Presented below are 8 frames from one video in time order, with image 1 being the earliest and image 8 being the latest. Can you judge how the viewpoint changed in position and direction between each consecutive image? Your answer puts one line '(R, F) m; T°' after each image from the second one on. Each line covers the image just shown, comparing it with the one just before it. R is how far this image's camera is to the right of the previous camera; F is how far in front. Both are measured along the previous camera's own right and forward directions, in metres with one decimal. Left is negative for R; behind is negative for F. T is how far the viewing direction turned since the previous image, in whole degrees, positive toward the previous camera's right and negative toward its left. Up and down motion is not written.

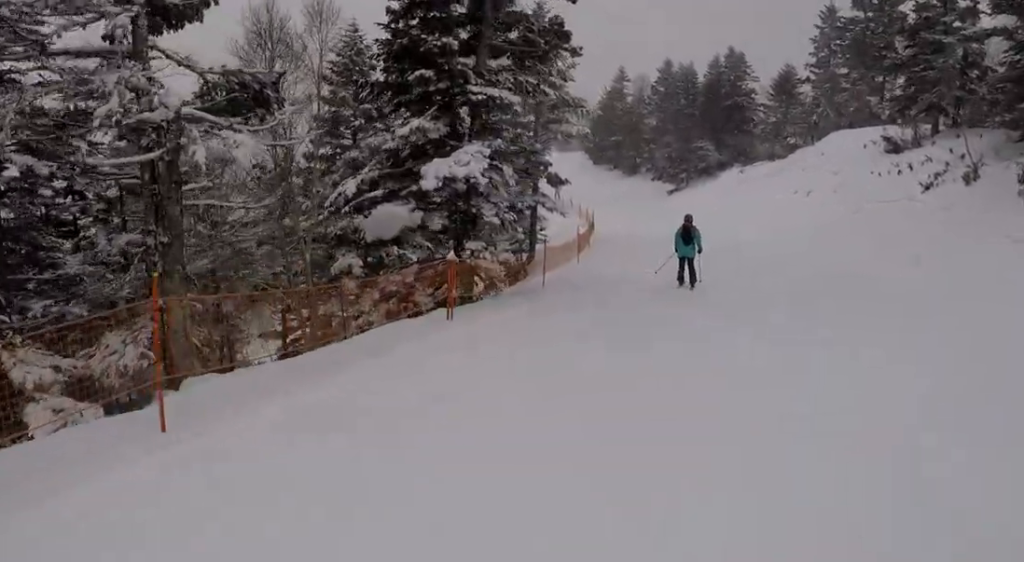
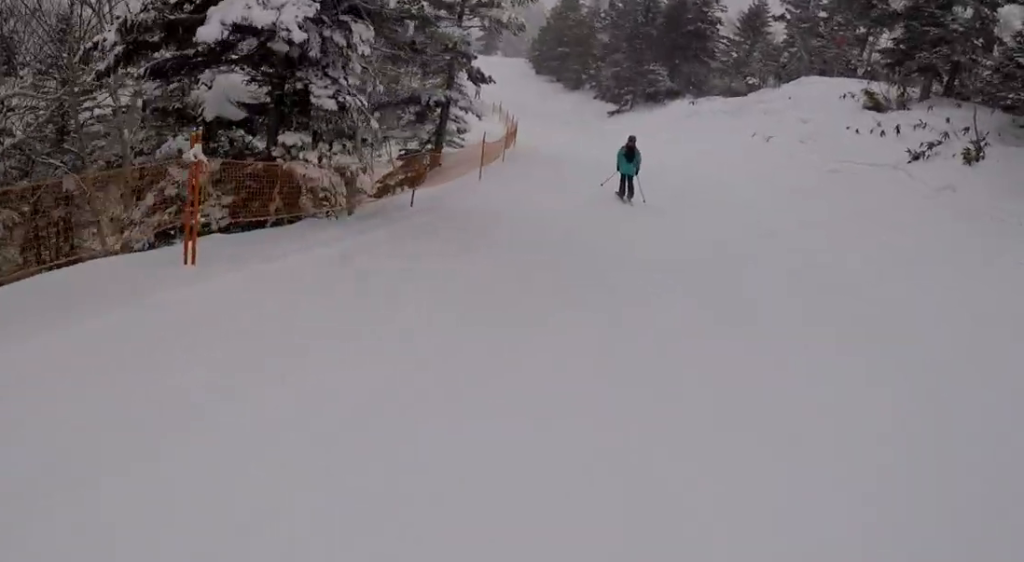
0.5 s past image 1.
(-0.5, +4.0) m; -6°
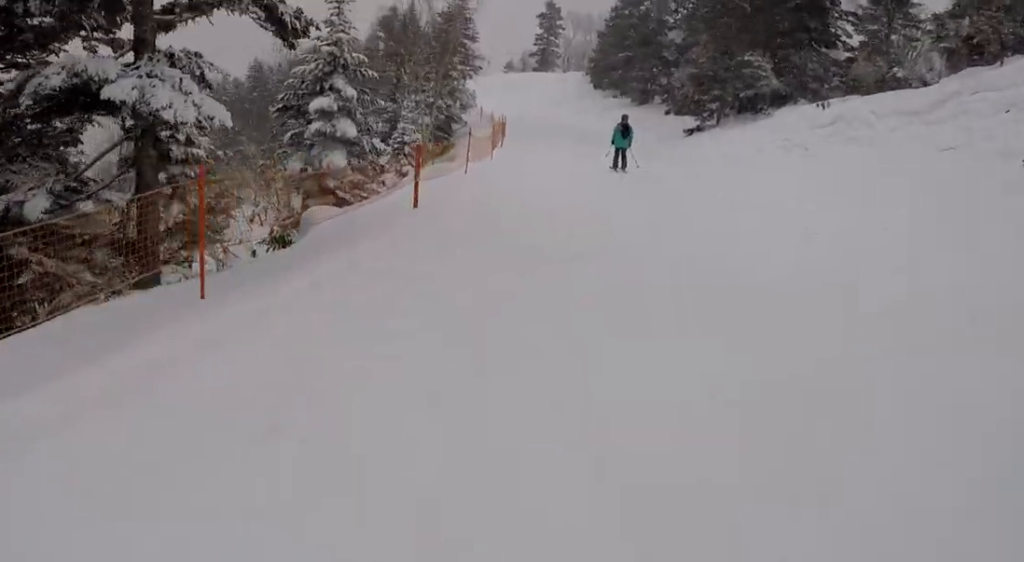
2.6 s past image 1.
(-2.9, +15.8) m; -13°
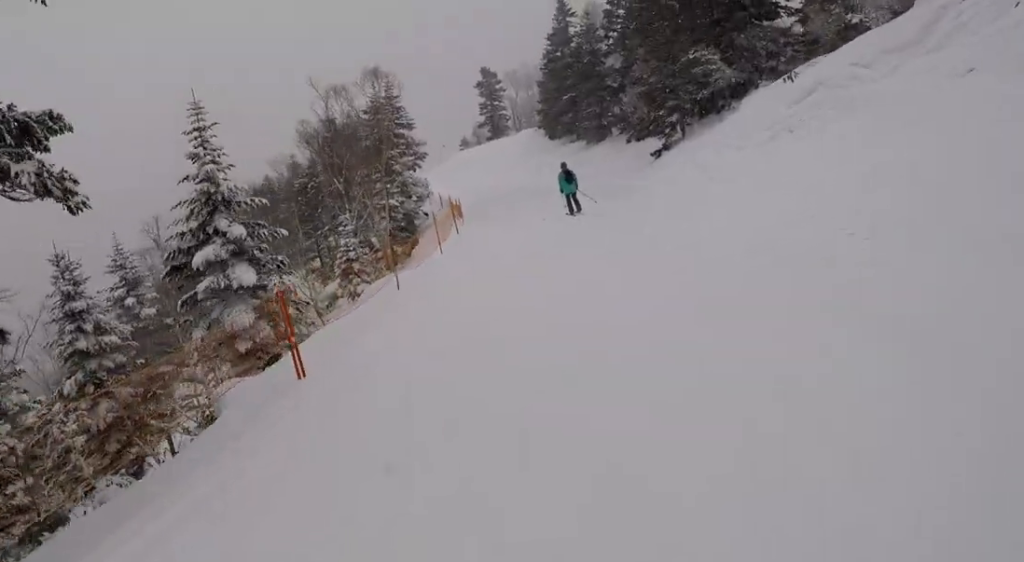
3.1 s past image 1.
(-0.1, +3.1) m; 0°
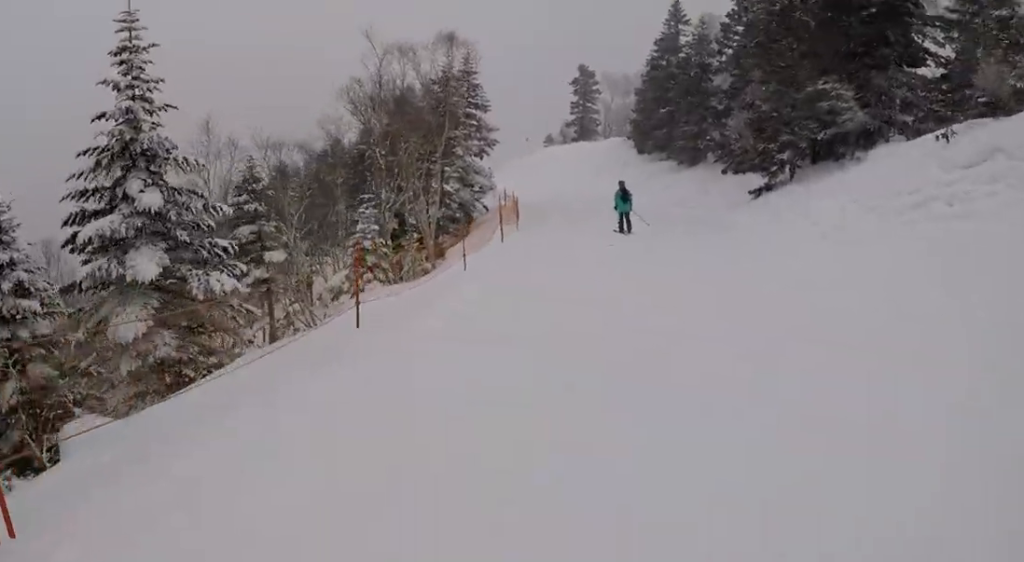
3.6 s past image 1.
(+0.4, +4.1) m; 0°
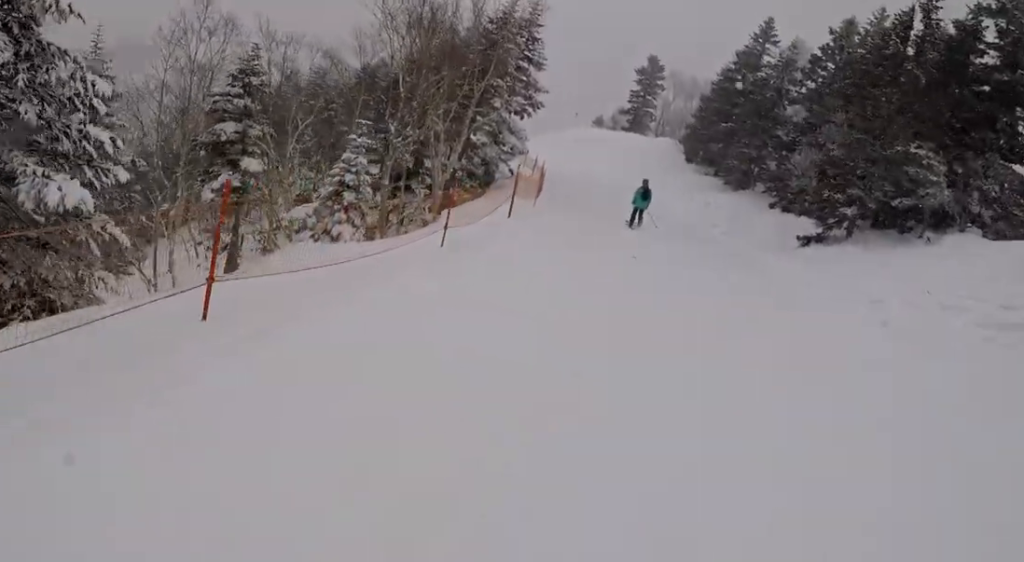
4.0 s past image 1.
(+0.2, +3.1) m; -1°
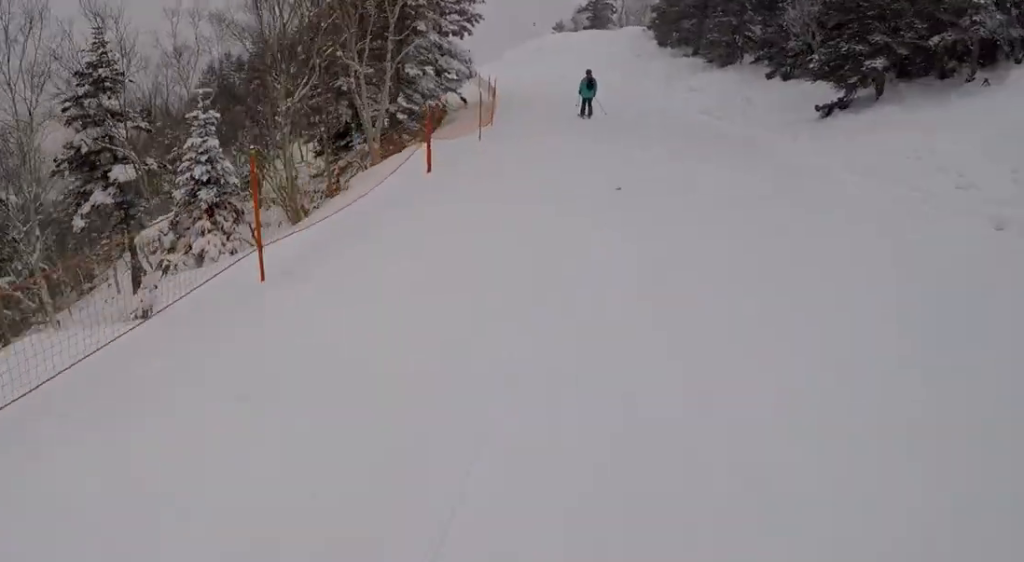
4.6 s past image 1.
(-0.4, +4.3) m; -5°
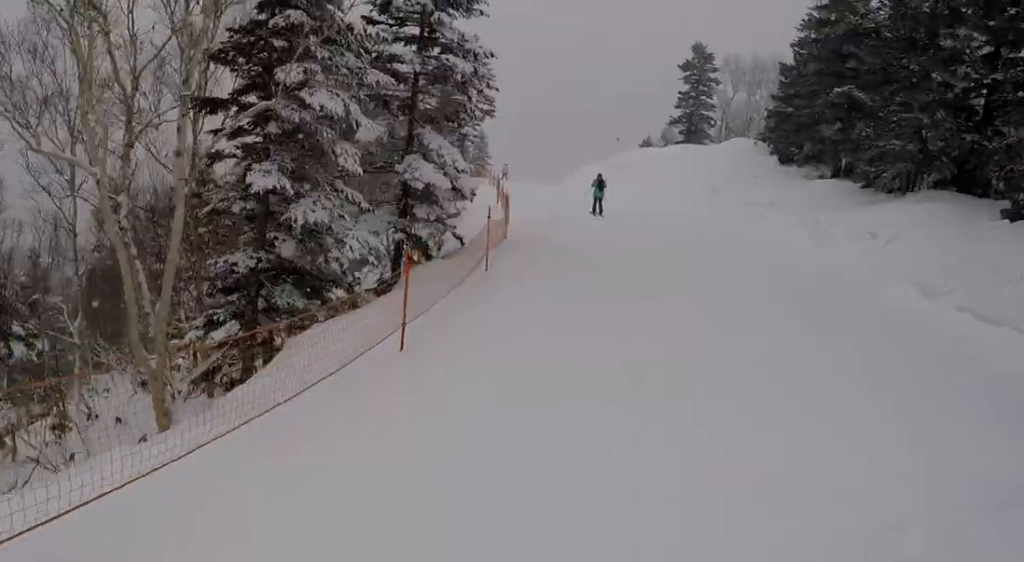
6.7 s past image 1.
(-0.7, +13.5) m; -3°
